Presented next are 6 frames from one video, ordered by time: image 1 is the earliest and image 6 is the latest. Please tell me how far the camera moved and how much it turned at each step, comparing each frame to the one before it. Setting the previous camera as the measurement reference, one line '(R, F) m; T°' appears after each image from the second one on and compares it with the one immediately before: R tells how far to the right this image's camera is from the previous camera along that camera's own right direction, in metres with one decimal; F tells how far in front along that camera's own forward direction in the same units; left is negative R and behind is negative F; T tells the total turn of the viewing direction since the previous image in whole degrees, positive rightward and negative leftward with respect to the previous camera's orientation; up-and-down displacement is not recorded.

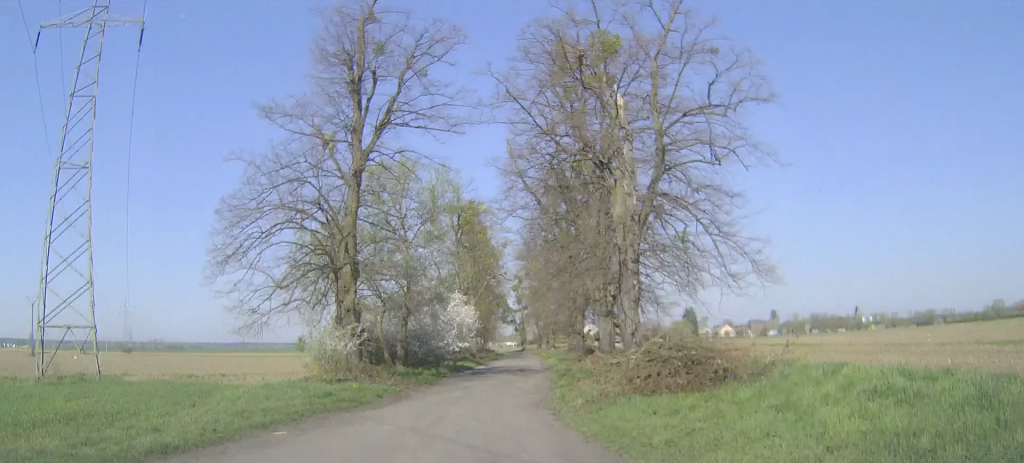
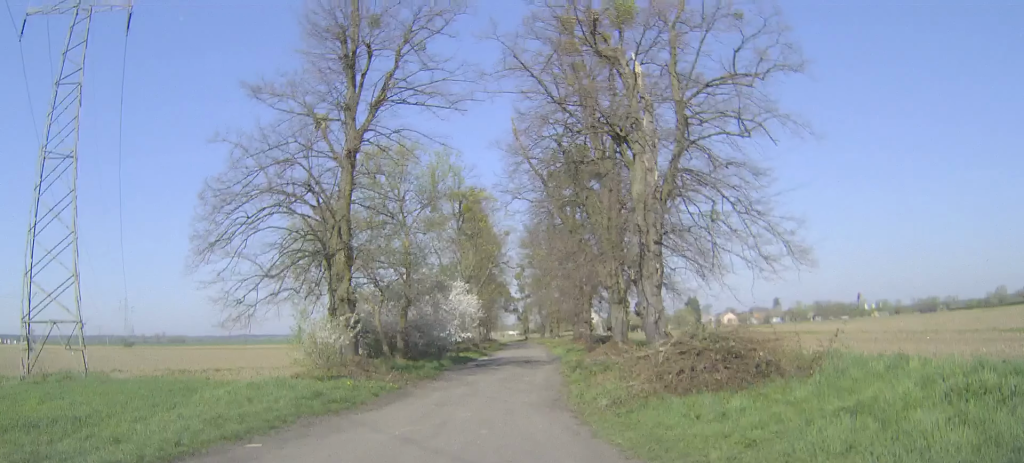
(0.0, +1.6) m; 0°
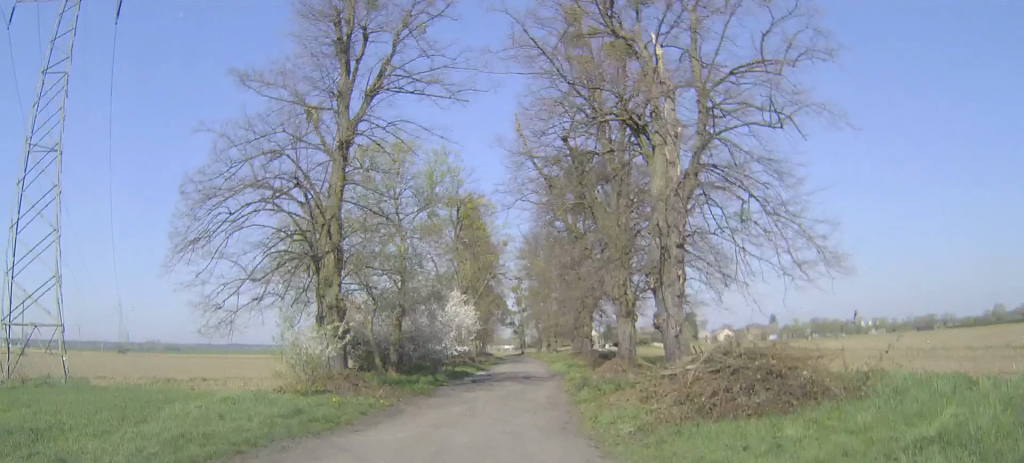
(0.0, +1.4) m; 0°
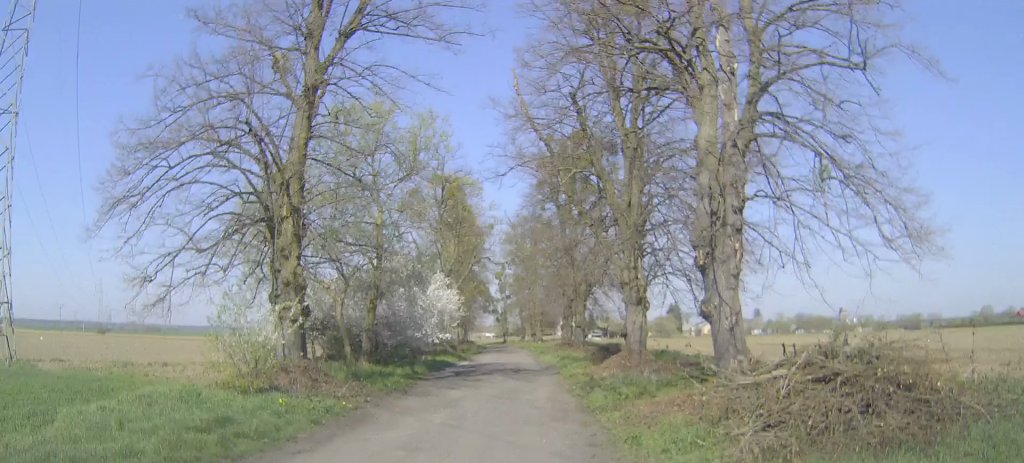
(0.0, +3.6) m; 0°
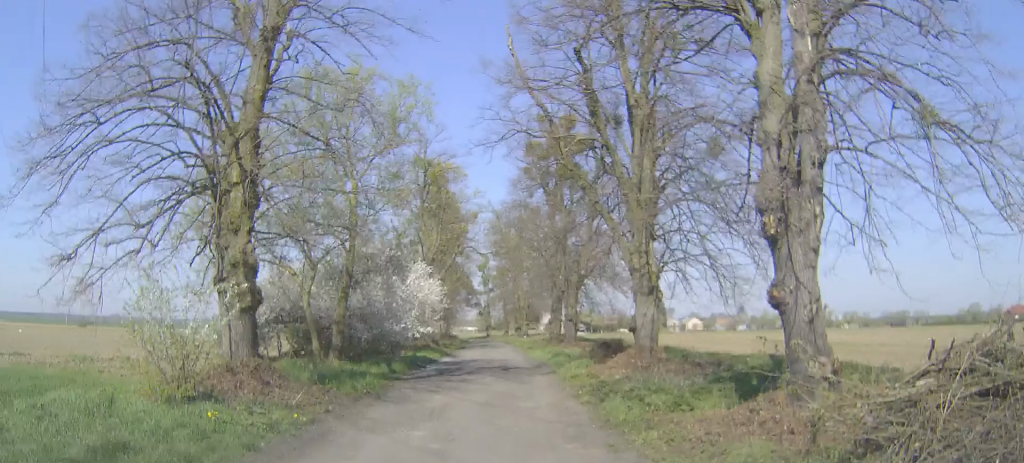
(0.0, +2.9) m; +2°
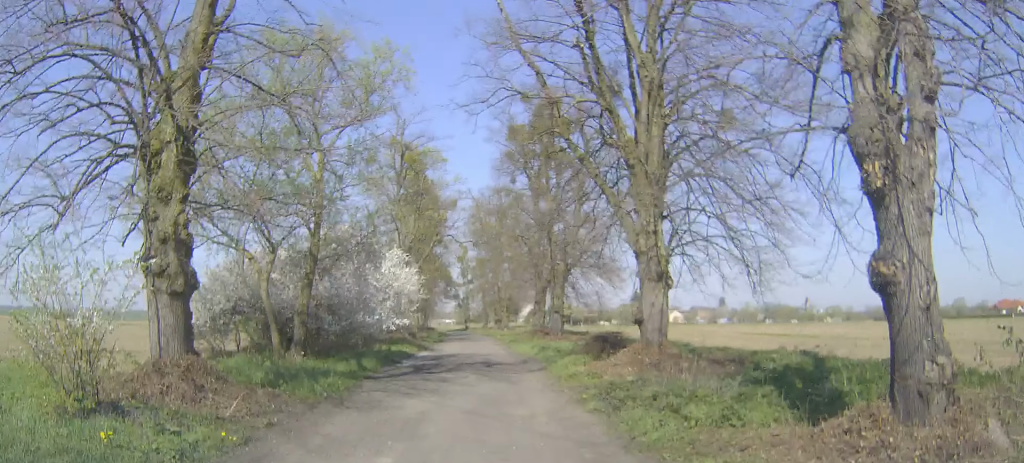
(+0.1, +2.4) m; +4°
